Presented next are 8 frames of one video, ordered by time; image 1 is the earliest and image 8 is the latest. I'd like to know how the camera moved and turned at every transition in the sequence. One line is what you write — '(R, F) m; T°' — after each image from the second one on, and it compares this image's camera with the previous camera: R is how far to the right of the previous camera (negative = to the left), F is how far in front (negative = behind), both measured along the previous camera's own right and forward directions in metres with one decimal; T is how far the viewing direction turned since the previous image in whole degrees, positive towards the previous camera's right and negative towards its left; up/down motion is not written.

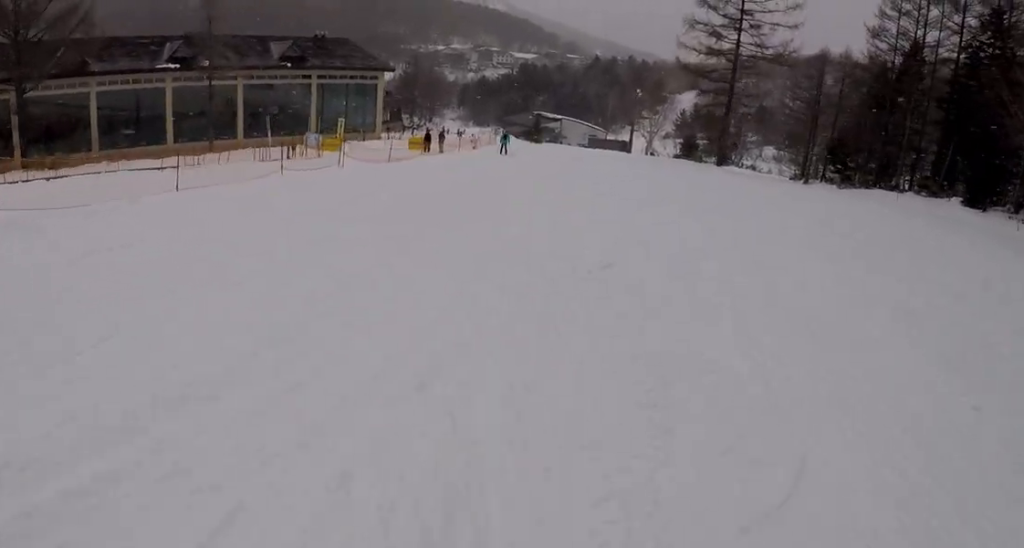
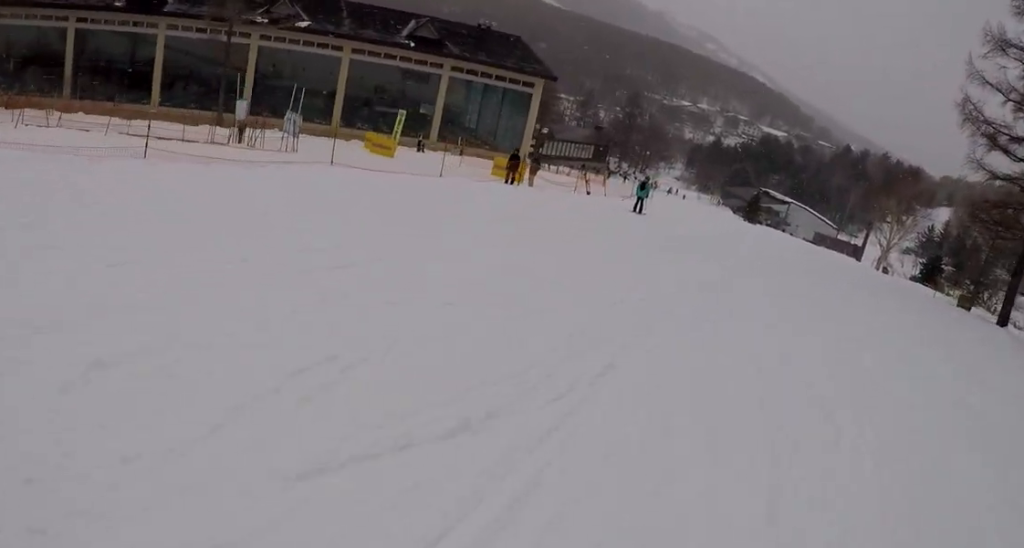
(-1.4, +21.0) m; -11°
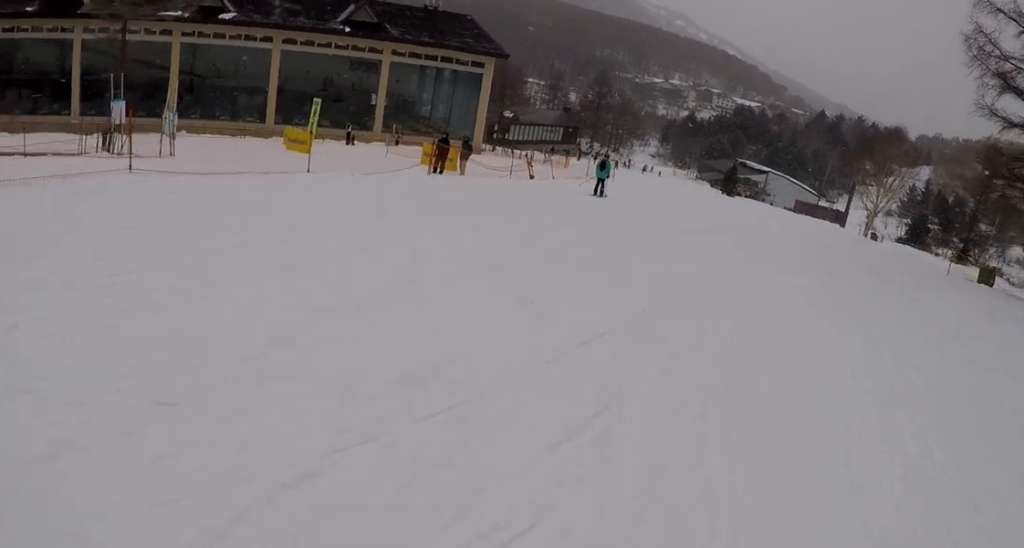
(+0.2, +5.1) m; +2°
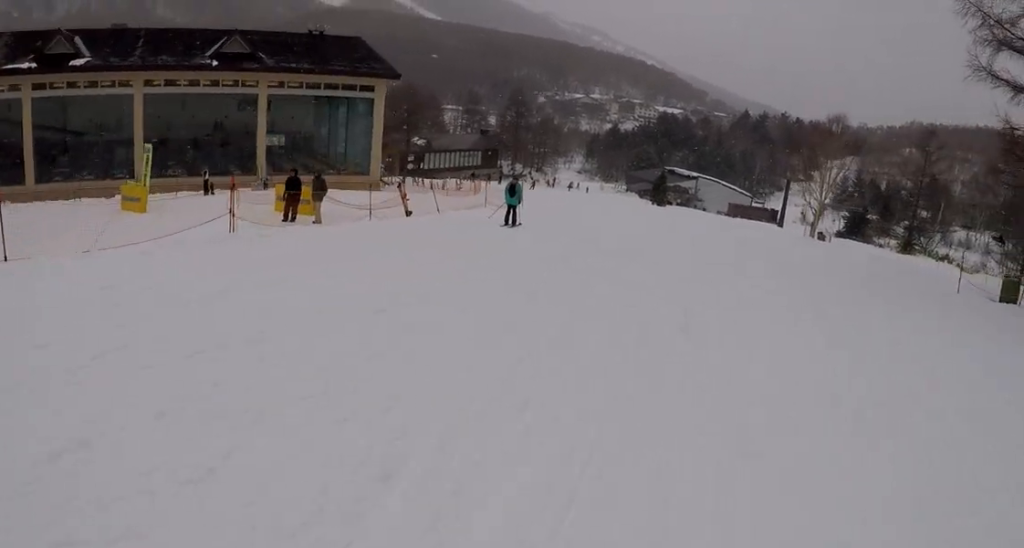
(+0.5, +6.2) m; +5°
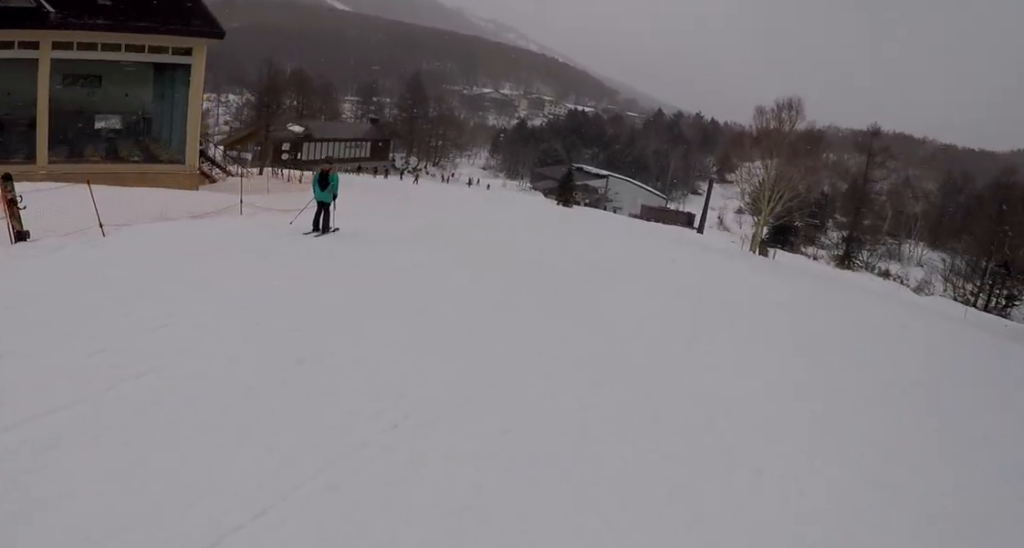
(-0.3, +11.6) m; -8°
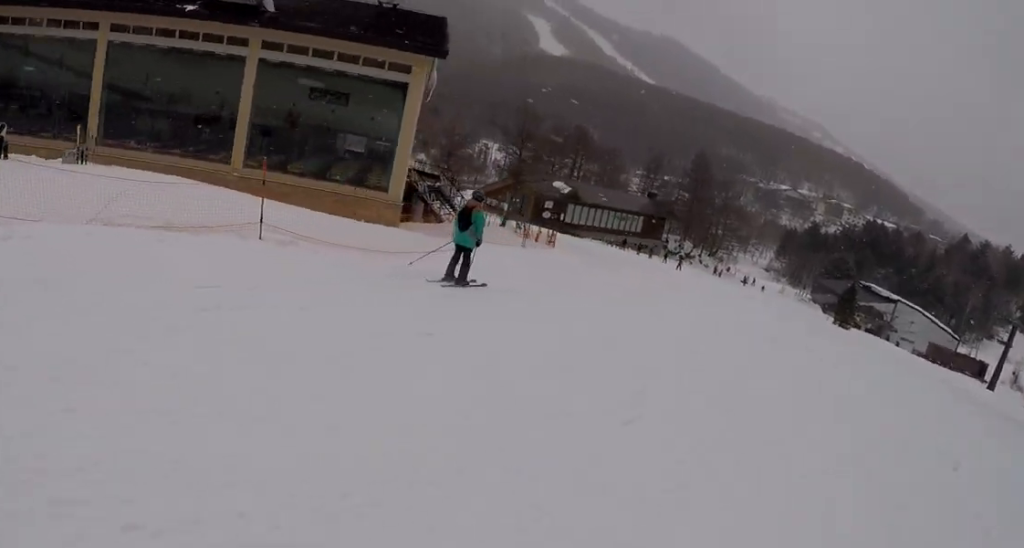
(-0.6, +6.8) m; -7°
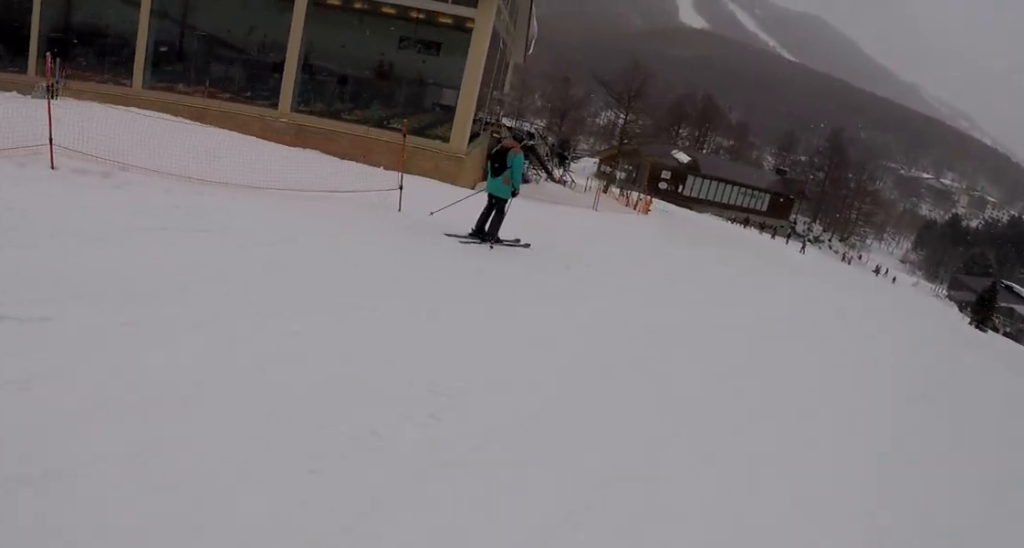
(-0.1, +5.1) m; -6°
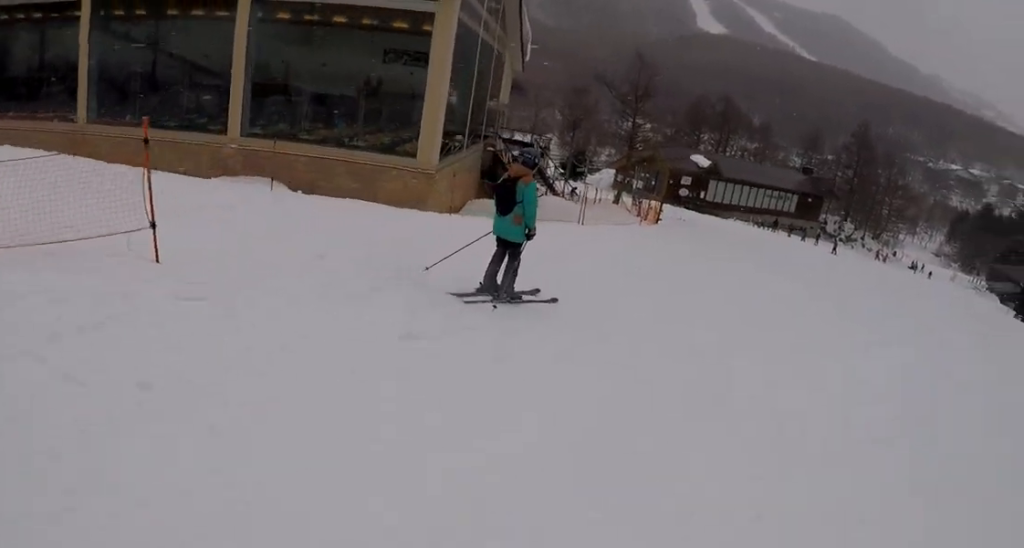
(-0.3, +4.8) m; -3°
